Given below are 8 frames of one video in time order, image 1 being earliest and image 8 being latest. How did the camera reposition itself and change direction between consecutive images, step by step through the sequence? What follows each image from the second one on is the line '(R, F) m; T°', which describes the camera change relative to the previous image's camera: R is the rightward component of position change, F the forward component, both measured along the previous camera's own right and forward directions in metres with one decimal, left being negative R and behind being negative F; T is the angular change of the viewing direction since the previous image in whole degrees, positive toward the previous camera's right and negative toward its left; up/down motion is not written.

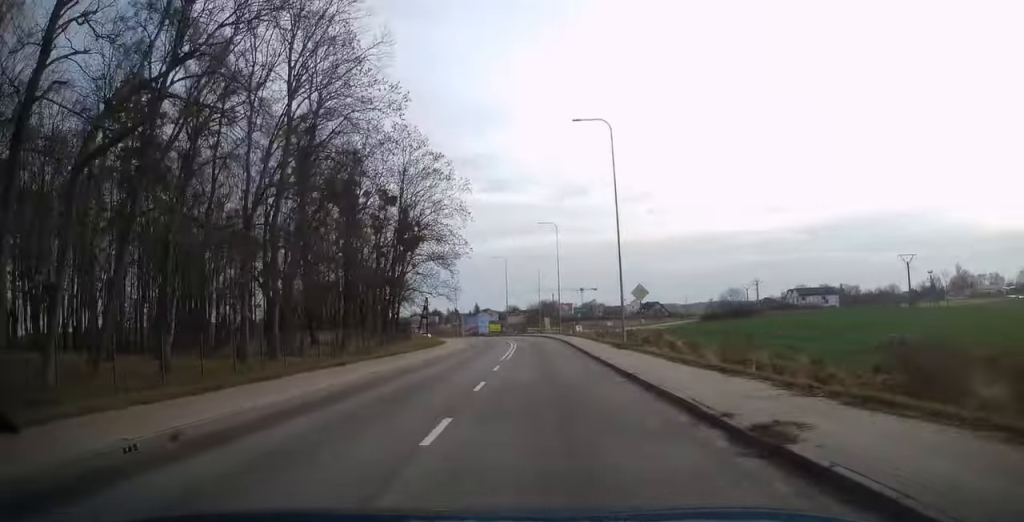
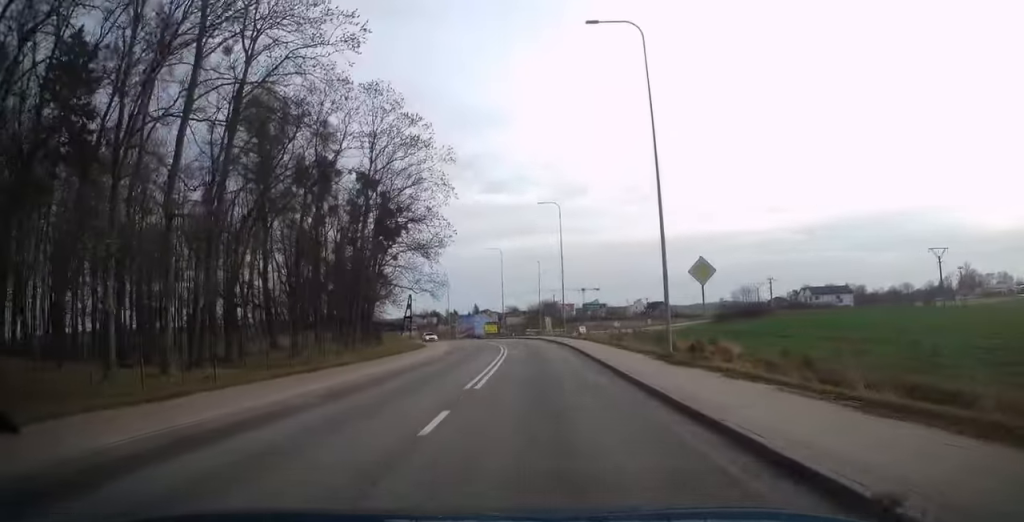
(+0.1, +11.1) m; 0°
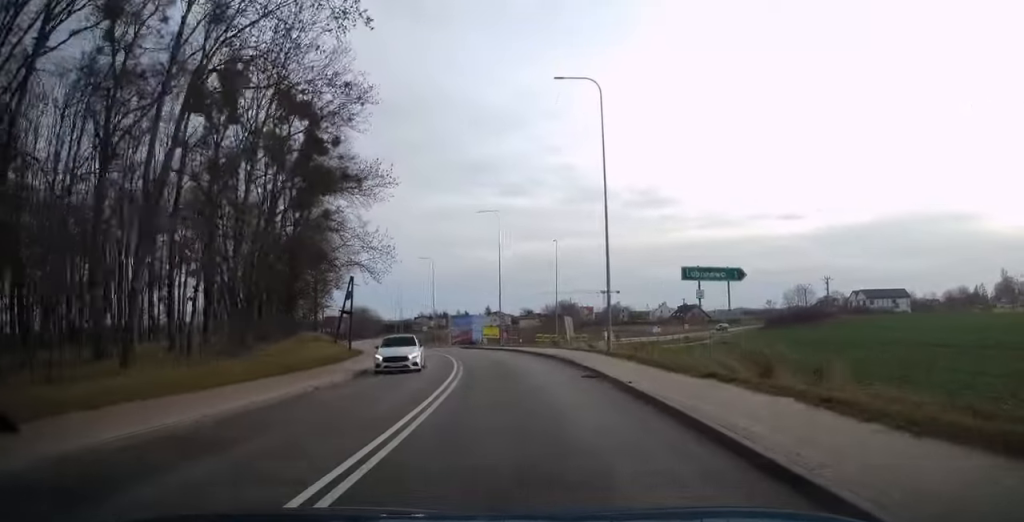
(-0.1, +28.5) m; -1°
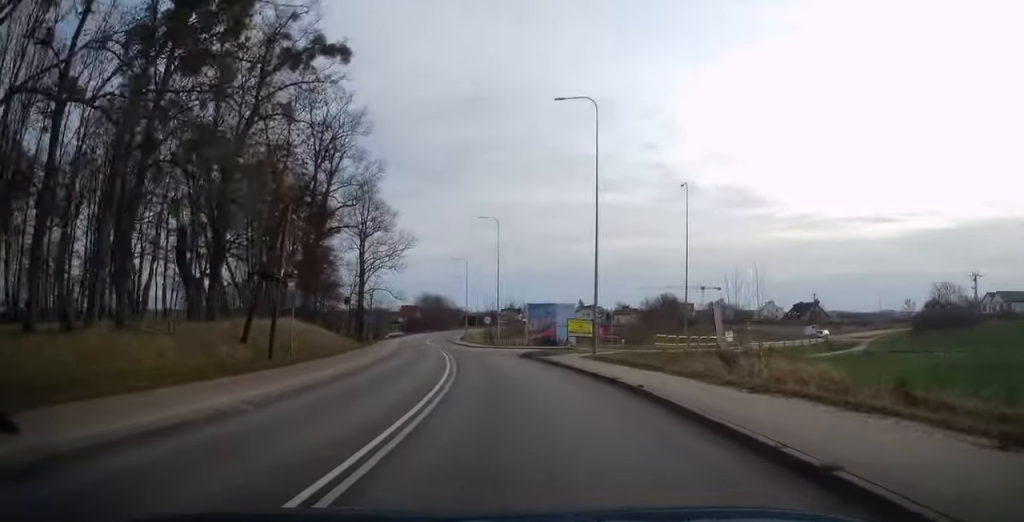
(-0.6, +26.3) m; -4°
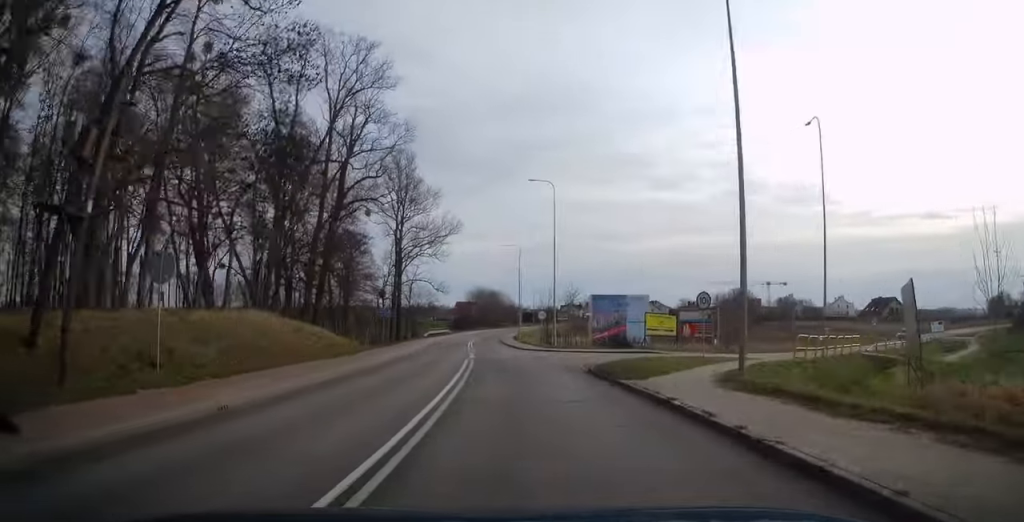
(-0.2, +13.6) m; -4°
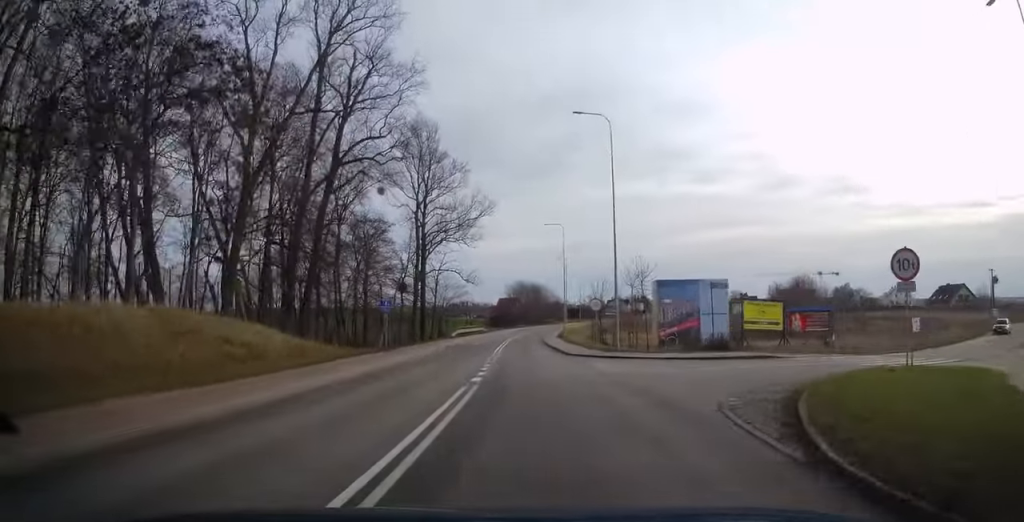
(-0.6, +13.2) m; -5°
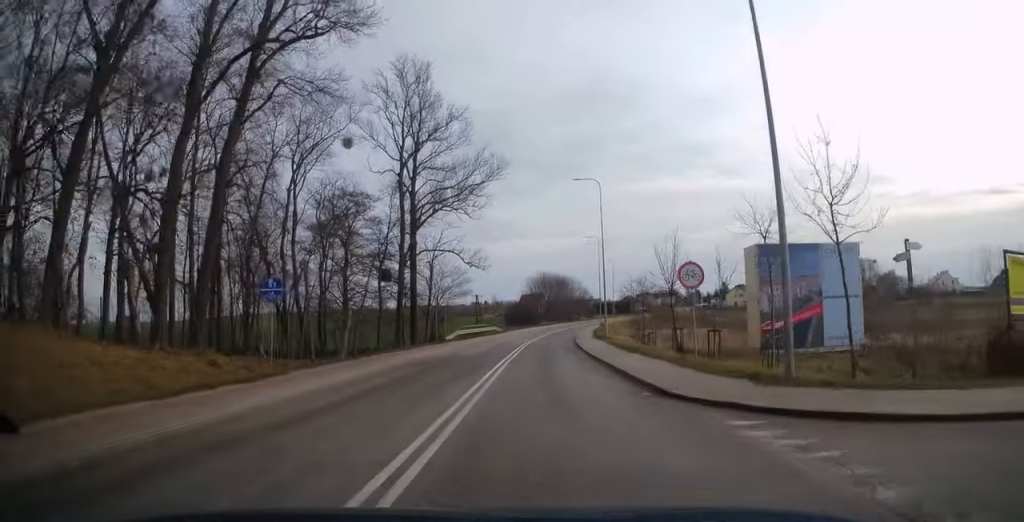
(-1.1, +18.8) m; -5°
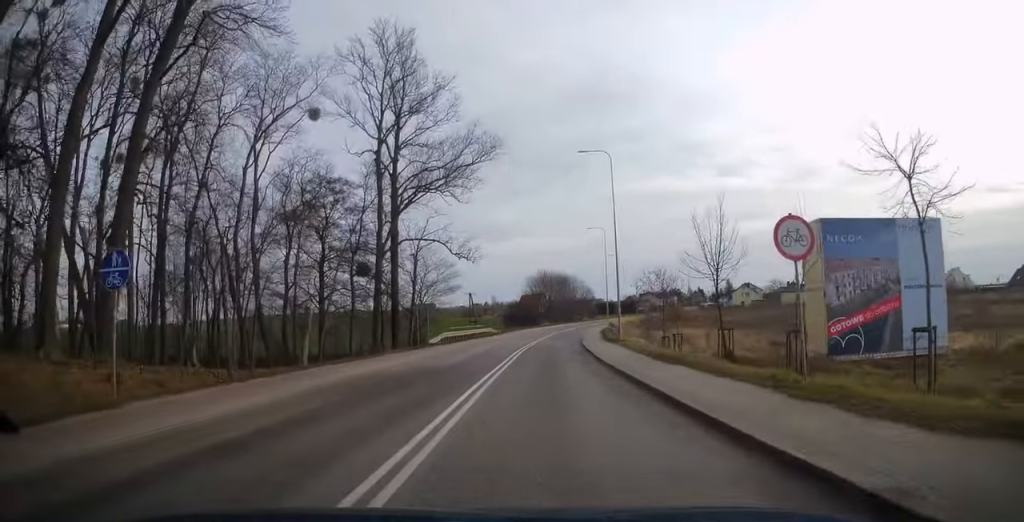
(-0.1, +7.7) m; -1°
